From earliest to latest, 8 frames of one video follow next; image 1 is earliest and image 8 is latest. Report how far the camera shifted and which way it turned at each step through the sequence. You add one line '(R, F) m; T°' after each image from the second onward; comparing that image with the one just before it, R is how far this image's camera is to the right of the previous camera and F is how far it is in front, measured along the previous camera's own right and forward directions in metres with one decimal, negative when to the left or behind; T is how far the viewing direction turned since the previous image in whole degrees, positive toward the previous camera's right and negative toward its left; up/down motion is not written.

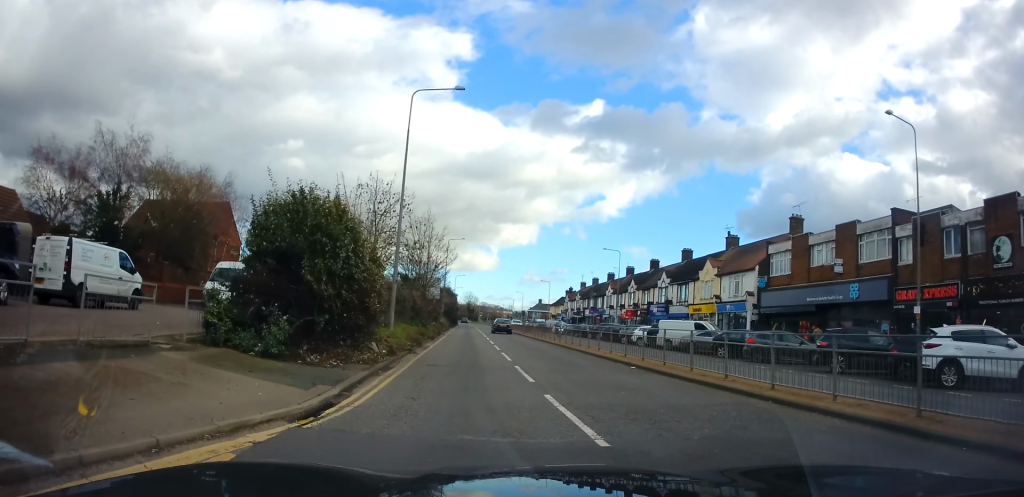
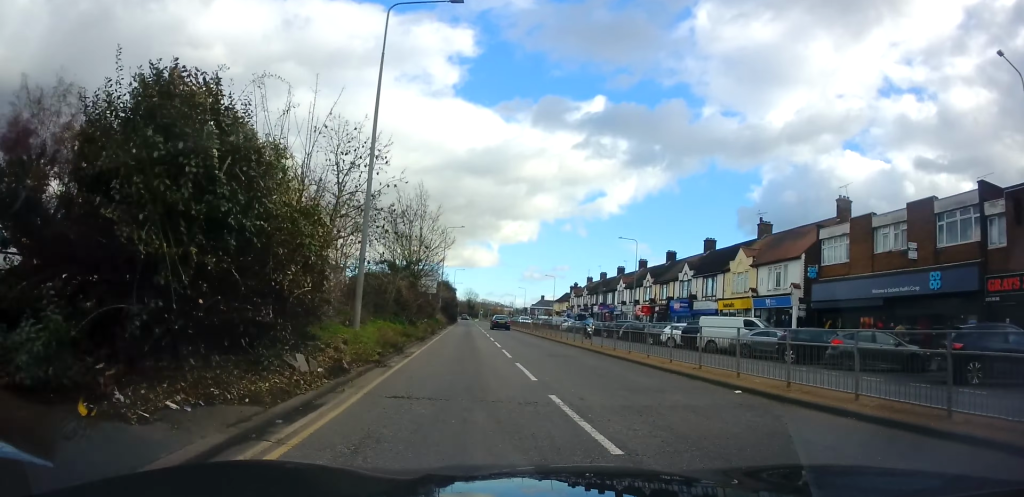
(+0.1, +6.6) m; -1°
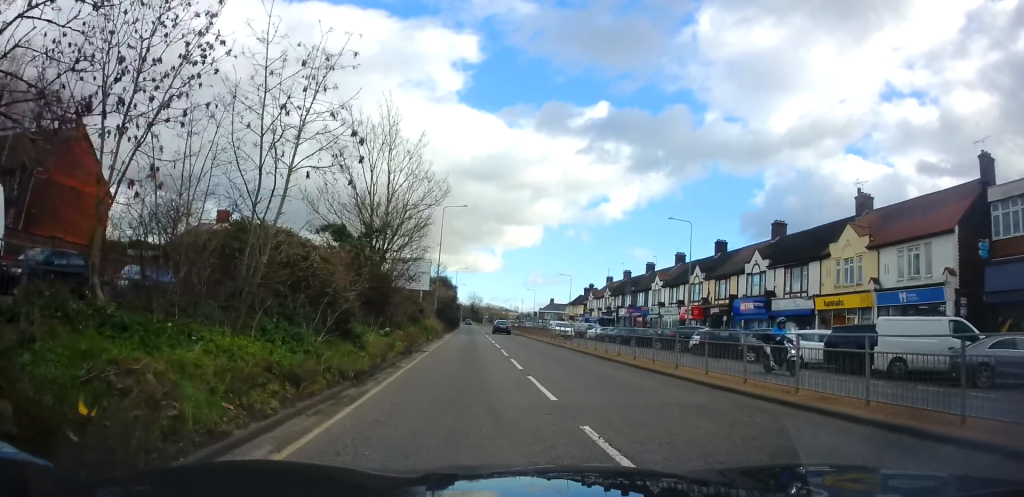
(-0.5, +14.1) m; -2°
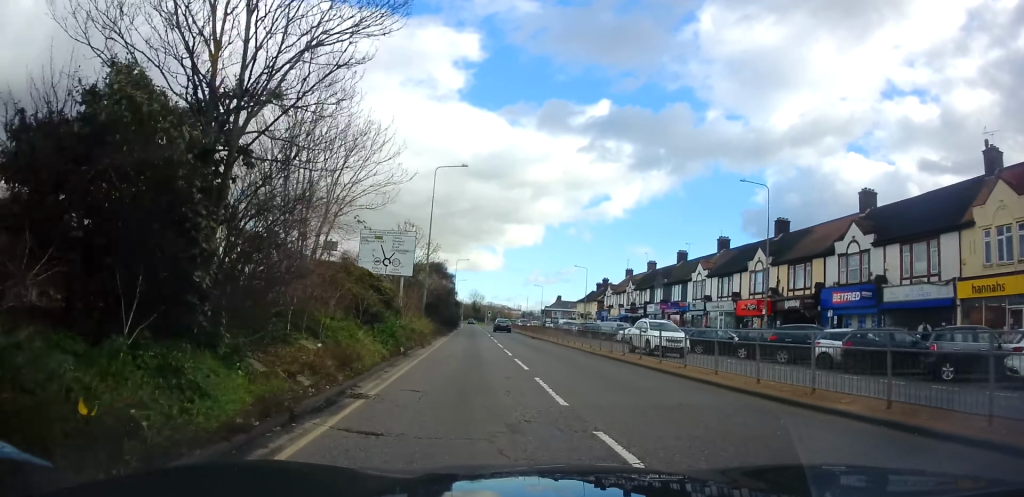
(0.0, +12.3) m; 0°
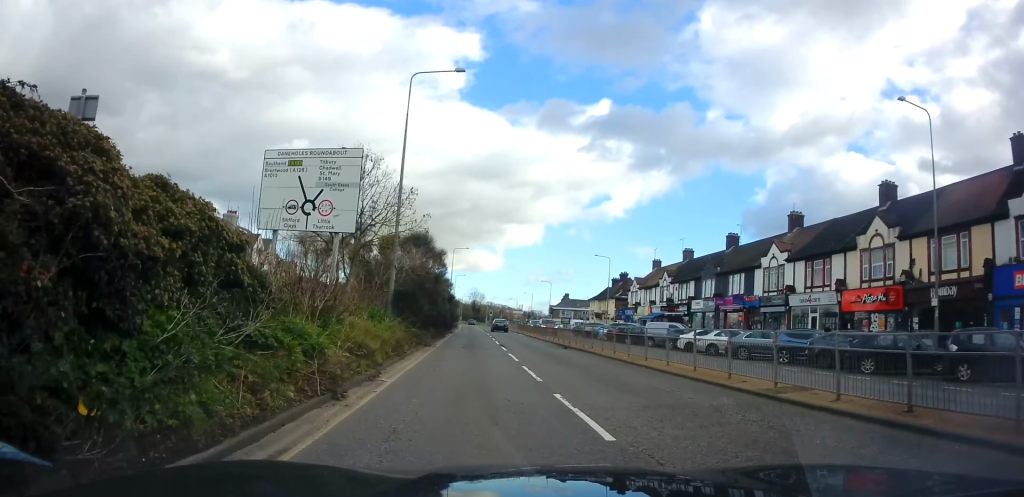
(0.0, +14.3) m; 0°
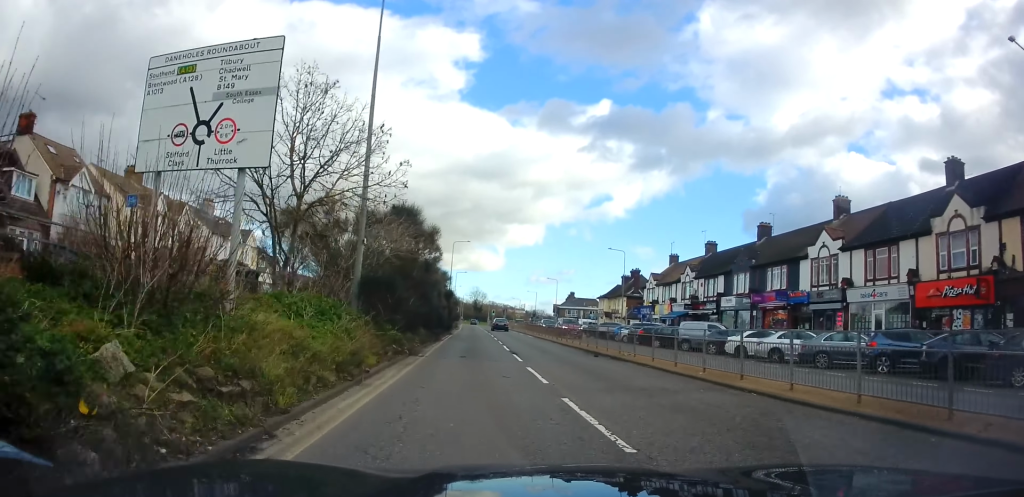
(0.0, +6.5) m; 0°
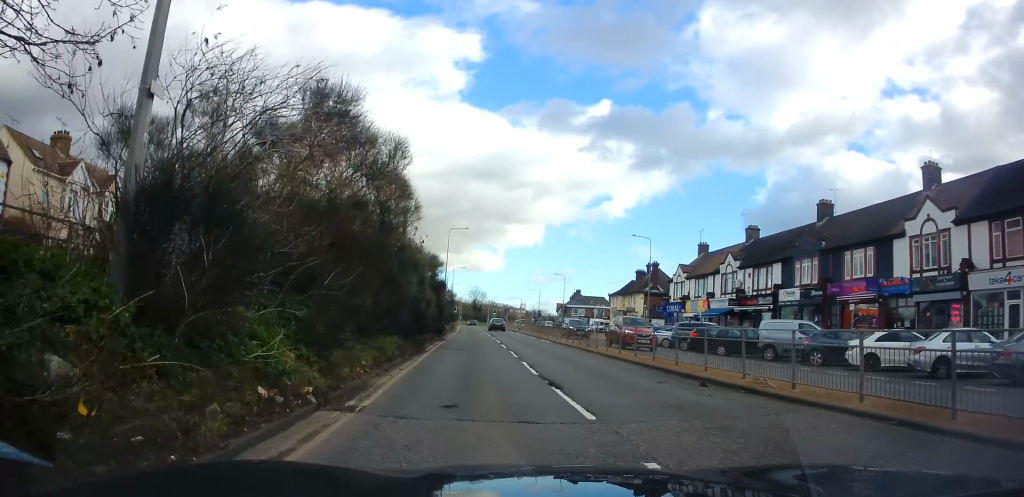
(0.0, +10.0) m; 0°
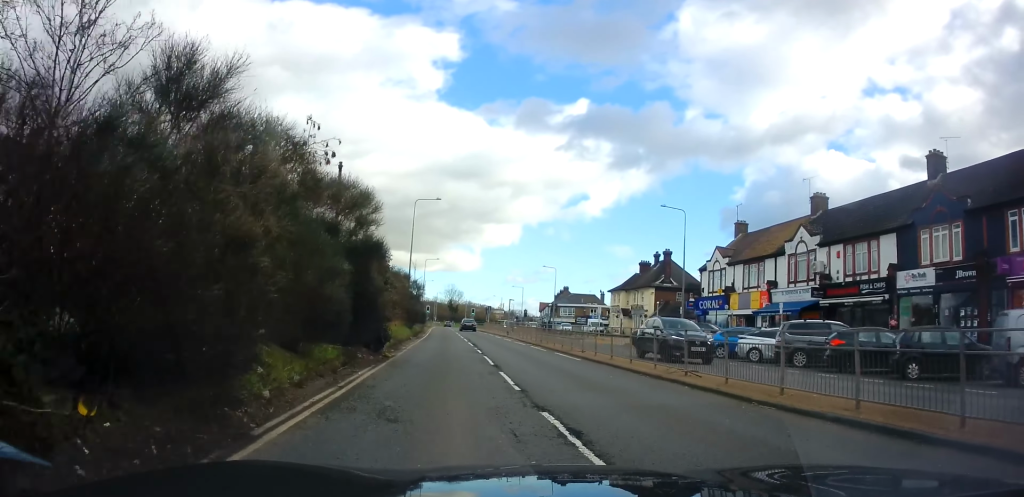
(0.0, +14.5) m; +1°
